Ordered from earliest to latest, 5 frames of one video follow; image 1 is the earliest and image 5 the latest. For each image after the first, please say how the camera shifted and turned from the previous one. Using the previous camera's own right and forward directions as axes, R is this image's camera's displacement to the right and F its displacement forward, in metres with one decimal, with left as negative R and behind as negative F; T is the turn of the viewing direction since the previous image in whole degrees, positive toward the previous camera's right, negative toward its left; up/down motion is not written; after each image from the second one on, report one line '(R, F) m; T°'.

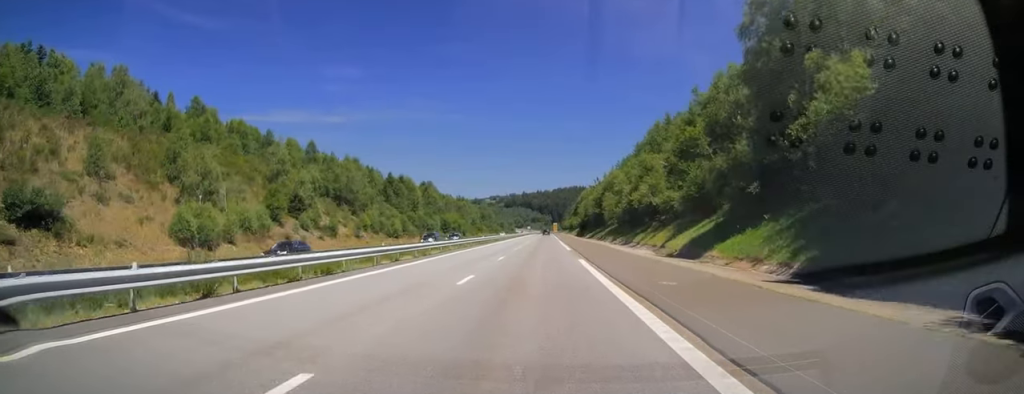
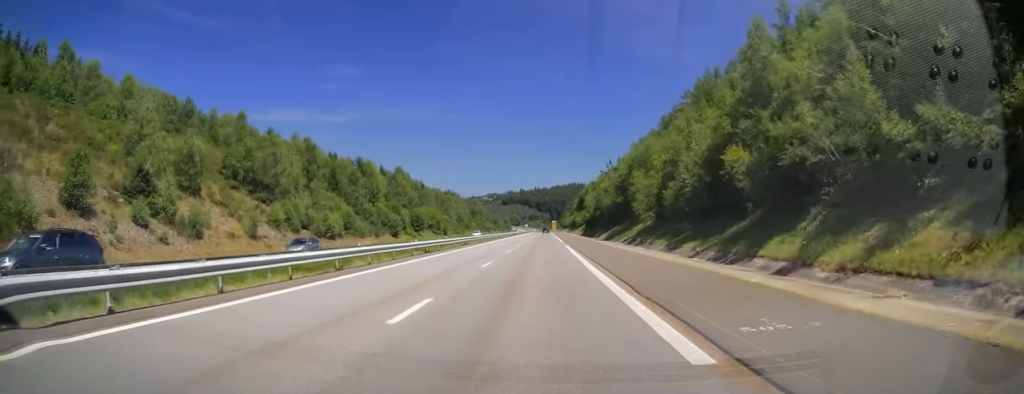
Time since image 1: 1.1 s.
(0.0, +32.5) m; +1°
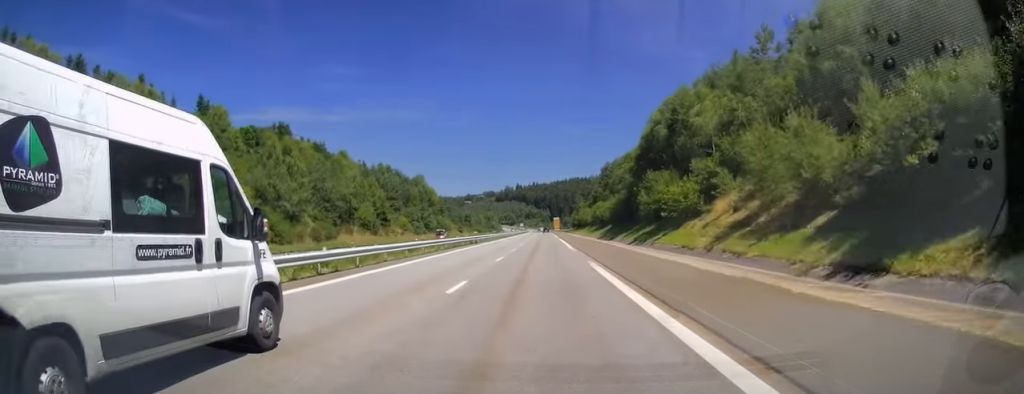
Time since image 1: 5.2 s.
(+0.4, +126.0) m; 0°
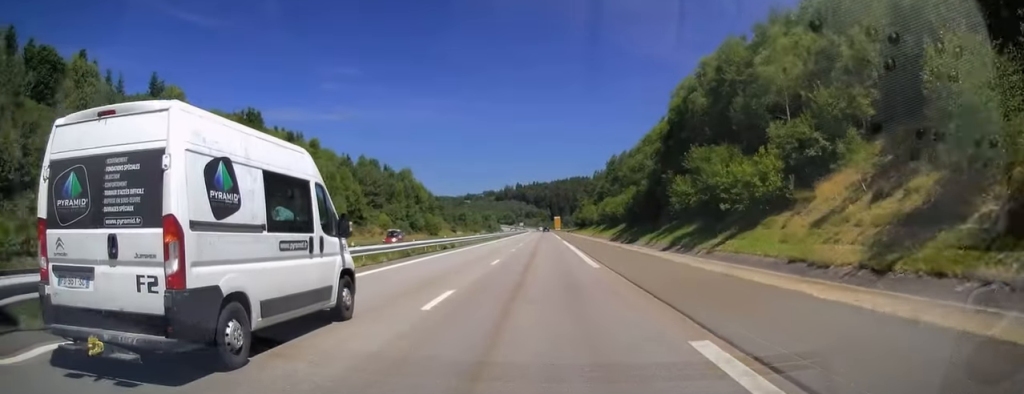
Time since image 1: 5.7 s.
(-0.1, +15.4) m; 0°
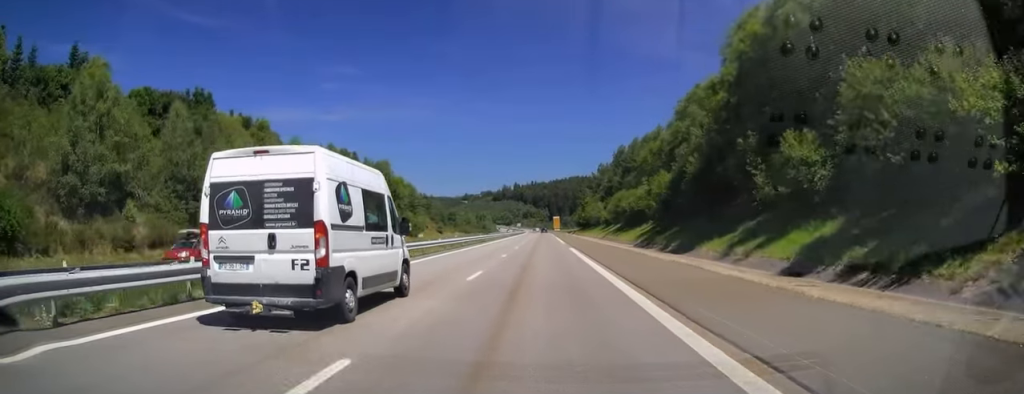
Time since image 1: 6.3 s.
(-0.2, +20.0) m; 0°
